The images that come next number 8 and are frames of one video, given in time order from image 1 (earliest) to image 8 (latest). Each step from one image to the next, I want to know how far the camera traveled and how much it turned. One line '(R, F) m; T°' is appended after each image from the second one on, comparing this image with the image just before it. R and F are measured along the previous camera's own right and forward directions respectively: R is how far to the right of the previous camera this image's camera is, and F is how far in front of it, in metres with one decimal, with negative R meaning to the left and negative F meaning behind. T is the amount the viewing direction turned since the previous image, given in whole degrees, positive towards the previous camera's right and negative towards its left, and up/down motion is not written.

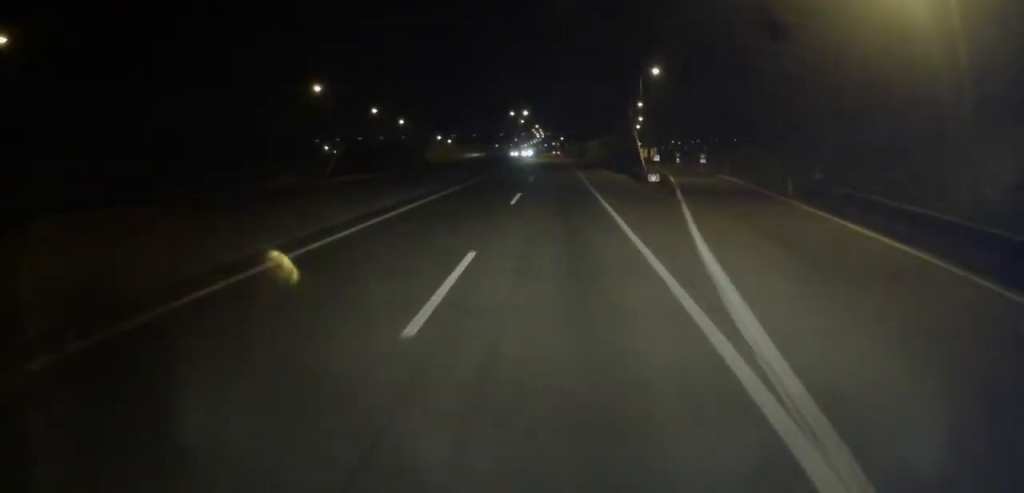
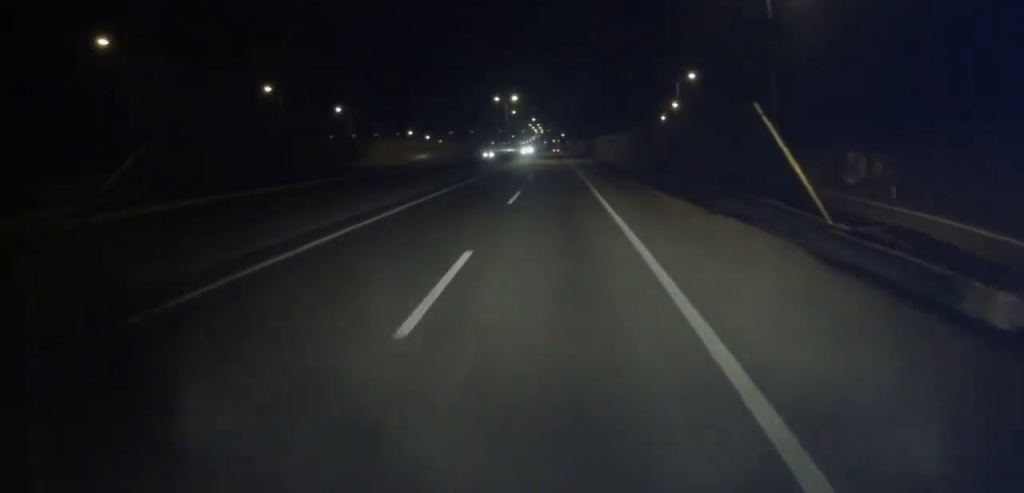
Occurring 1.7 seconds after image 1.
(+0.5, +34.1) m; +1°
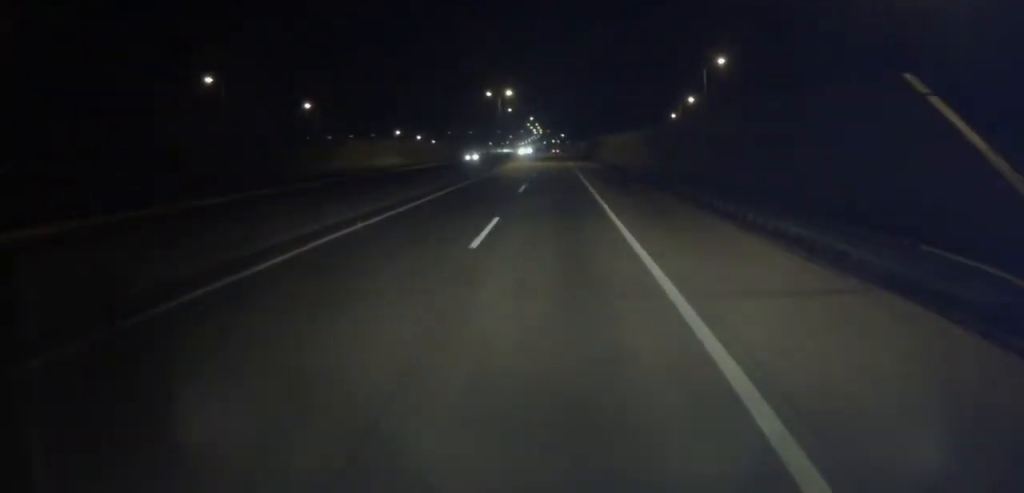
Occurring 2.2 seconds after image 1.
(0.0, +11.3) m; 0°
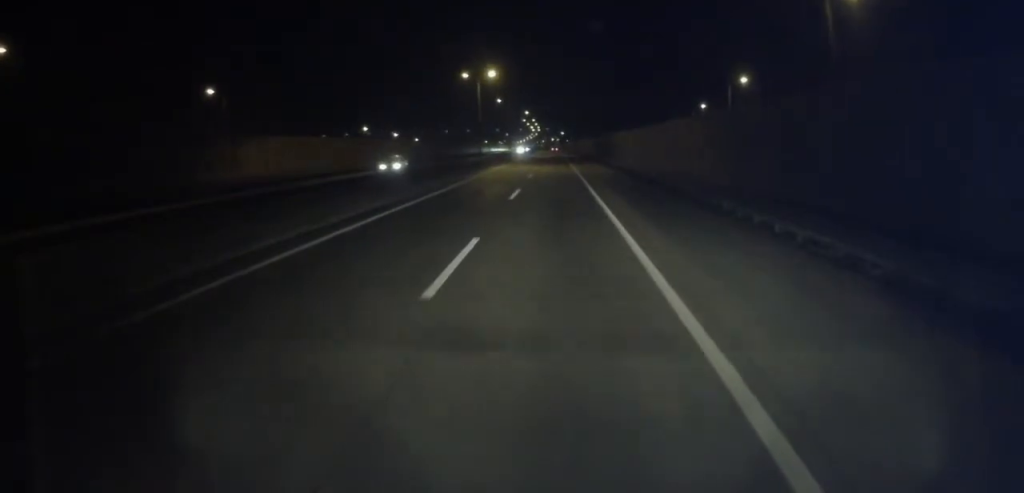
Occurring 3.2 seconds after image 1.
(-0.1, +25.2) m; -1°
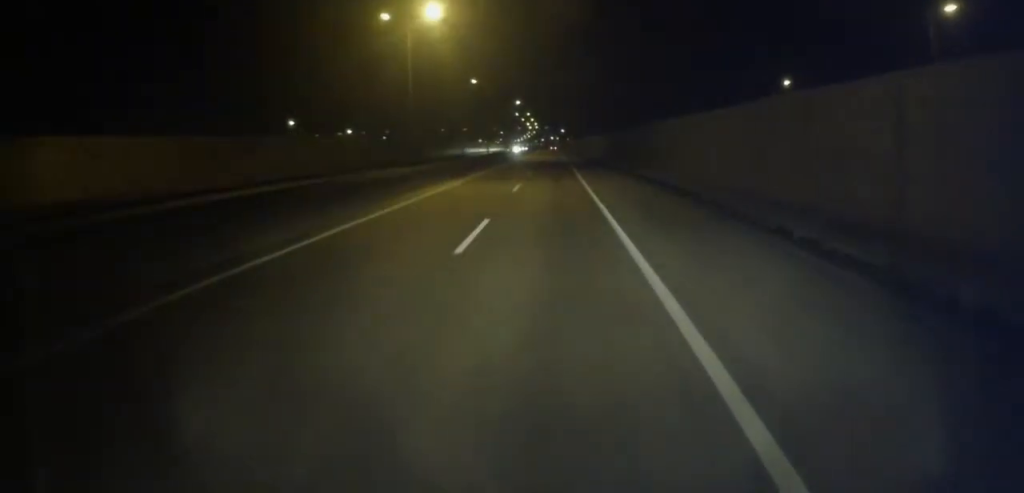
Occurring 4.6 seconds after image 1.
(0.0, +36.1) m; +1°
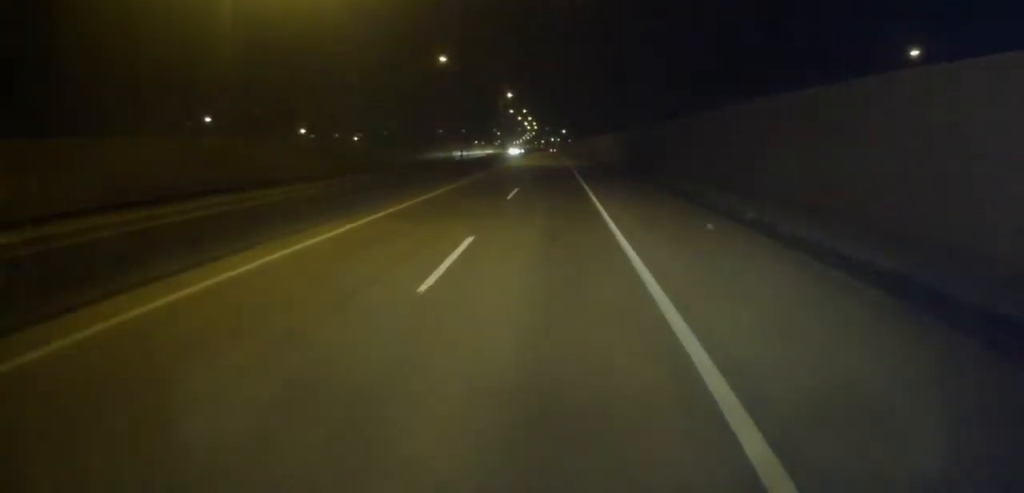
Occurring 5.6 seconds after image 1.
(+0.2, +22.3) m; 0°
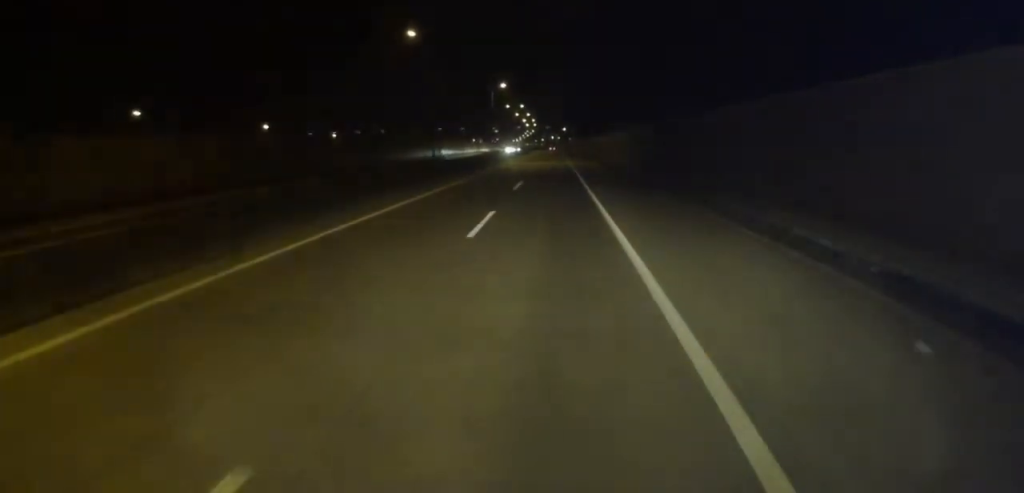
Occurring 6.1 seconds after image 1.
(0.0, +12.6) m; 0°
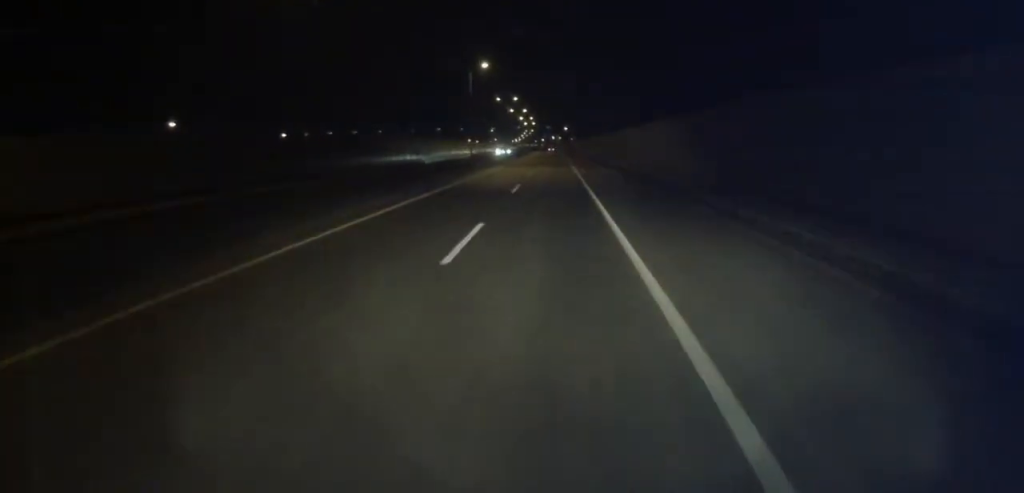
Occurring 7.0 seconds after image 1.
(-0.1, +21.9) m; 0°
